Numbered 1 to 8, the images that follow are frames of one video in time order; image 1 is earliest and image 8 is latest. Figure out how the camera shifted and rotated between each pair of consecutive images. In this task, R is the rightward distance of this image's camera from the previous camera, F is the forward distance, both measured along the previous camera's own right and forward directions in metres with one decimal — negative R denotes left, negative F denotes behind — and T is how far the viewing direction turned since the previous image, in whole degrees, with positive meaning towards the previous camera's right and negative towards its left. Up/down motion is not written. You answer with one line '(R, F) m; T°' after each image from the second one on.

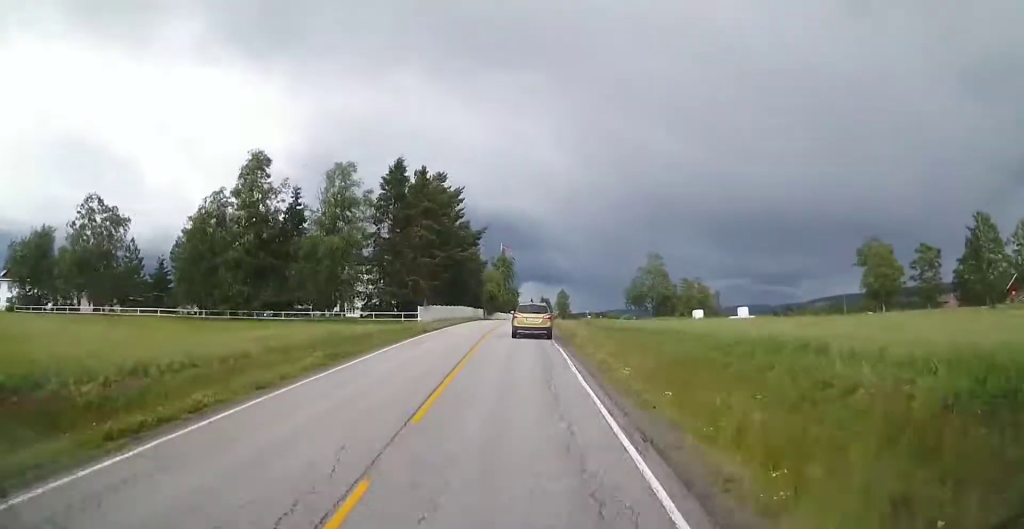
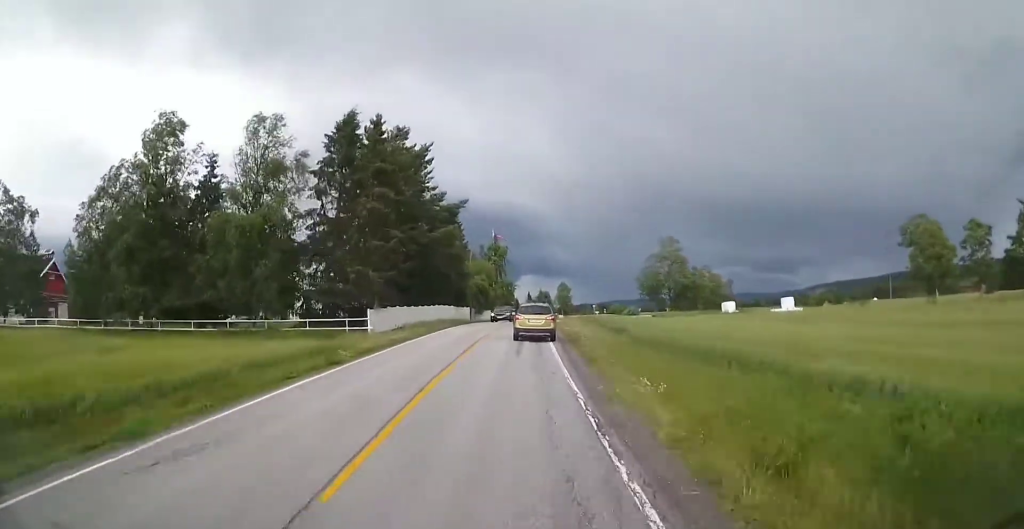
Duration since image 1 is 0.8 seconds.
(-0.2, +14.8) m; 0°
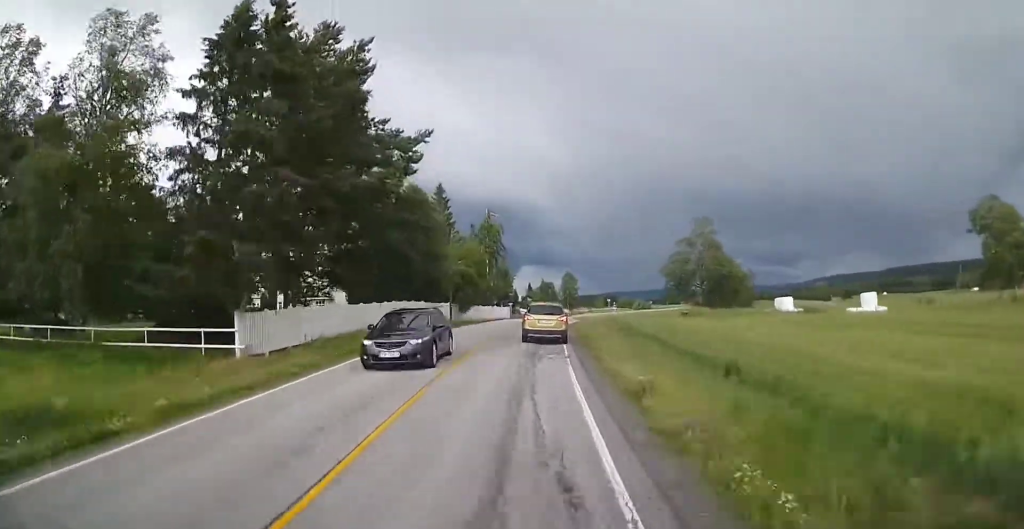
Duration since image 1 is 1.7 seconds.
(+0.2, +16.3) m; 0°
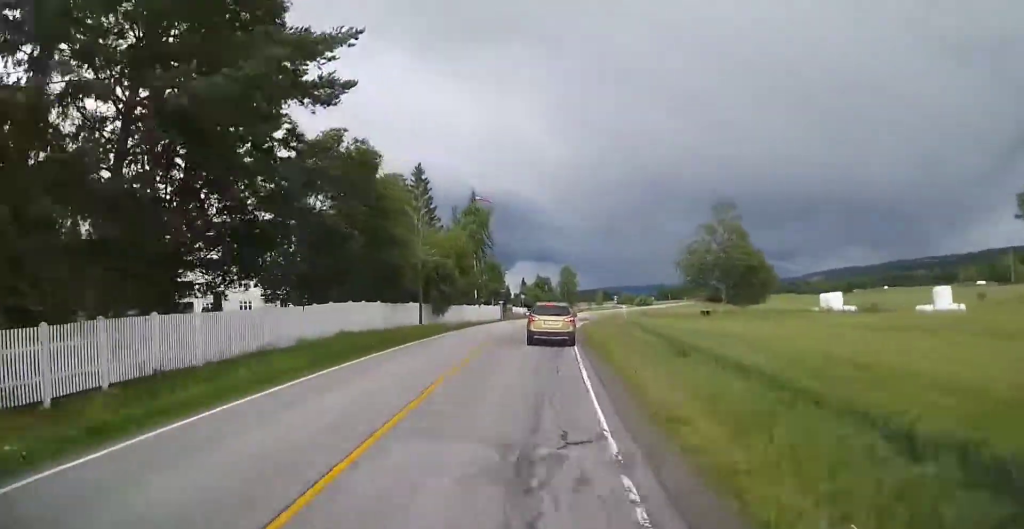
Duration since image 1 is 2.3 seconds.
(0.0, +10.5) m; 0°
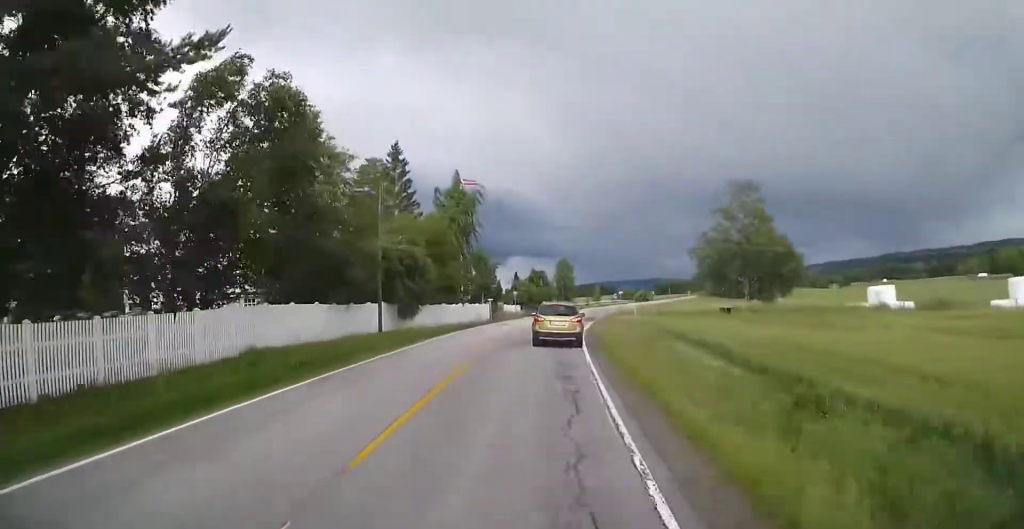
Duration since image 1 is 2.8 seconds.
(-0.1, +8.6) m; -1°
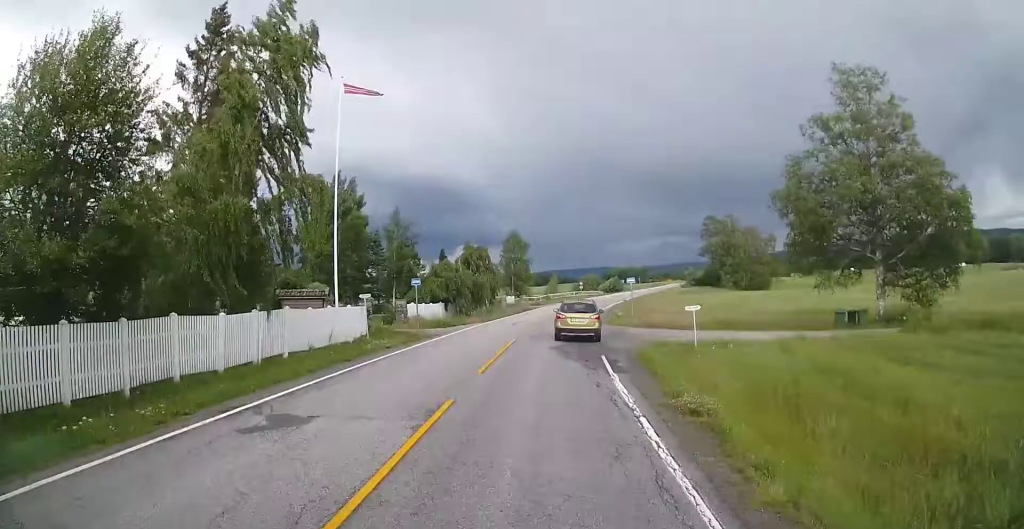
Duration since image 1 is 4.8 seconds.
(+0.2, +30.3) m; +3°
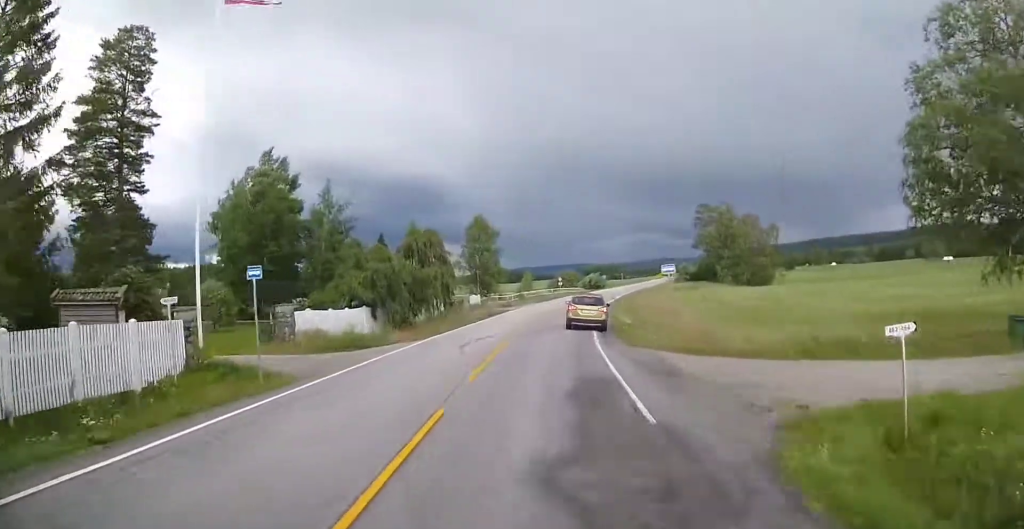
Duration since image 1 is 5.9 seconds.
(+0.5, +14.1) m; +7°
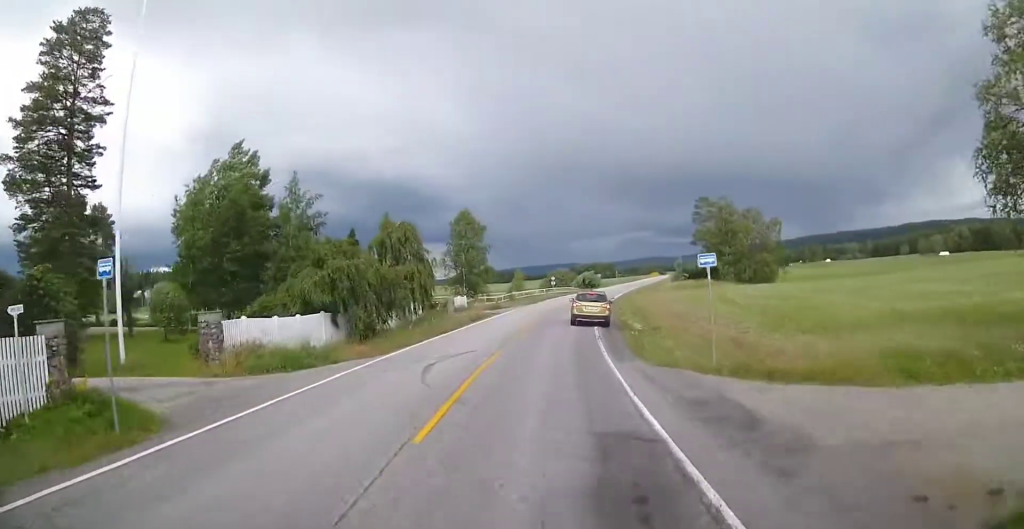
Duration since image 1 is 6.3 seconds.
(+0.3, +4.7) m; +2°
